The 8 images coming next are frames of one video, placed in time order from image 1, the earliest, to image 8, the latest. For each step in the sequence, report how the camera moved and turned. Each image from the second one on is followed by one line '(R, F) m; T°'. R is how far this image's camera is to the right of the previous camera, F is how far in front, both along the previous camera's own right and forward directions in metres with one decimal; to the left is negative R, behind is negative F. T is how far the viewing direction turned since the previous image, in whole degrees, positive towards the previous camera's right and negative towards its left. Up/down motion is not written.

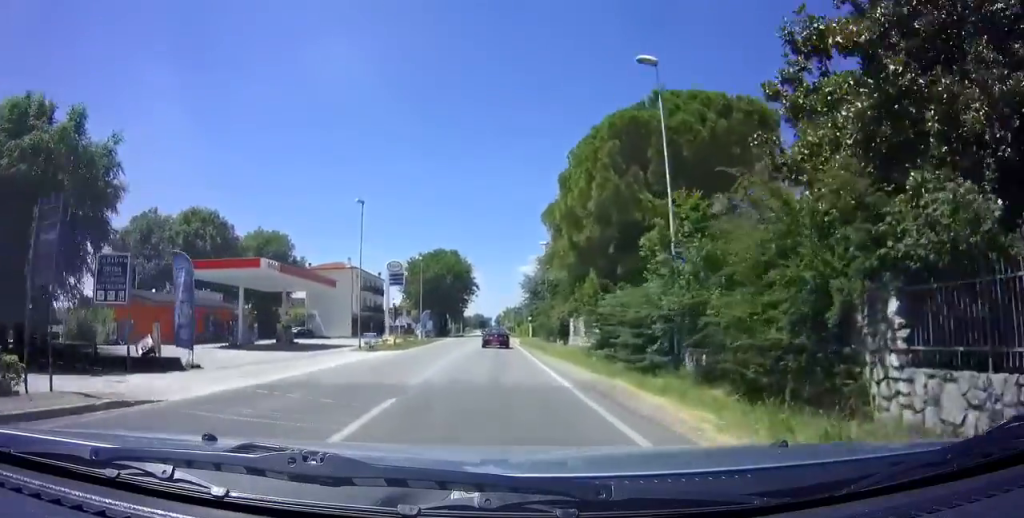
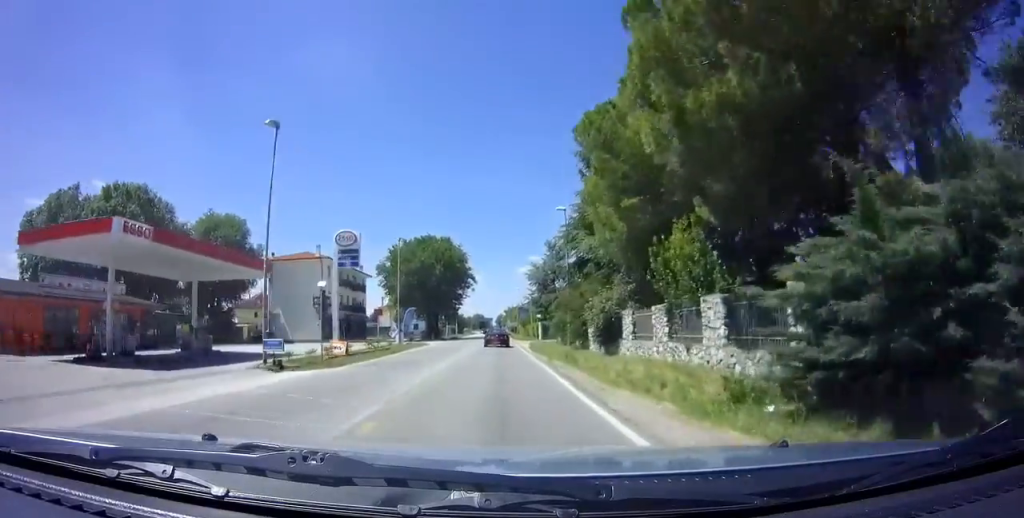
(-0.1, +14.4) m; 0°
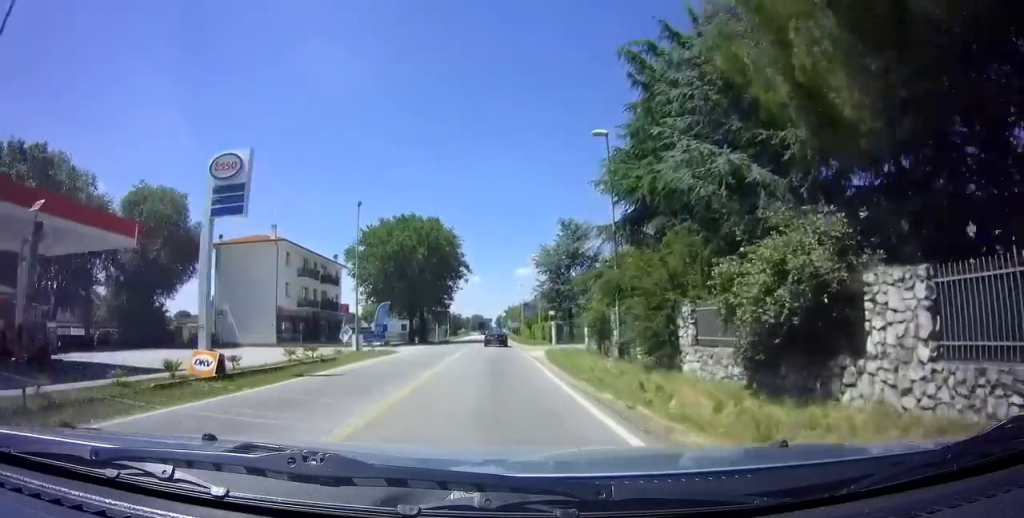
(0.0, +14.6) m; 0°
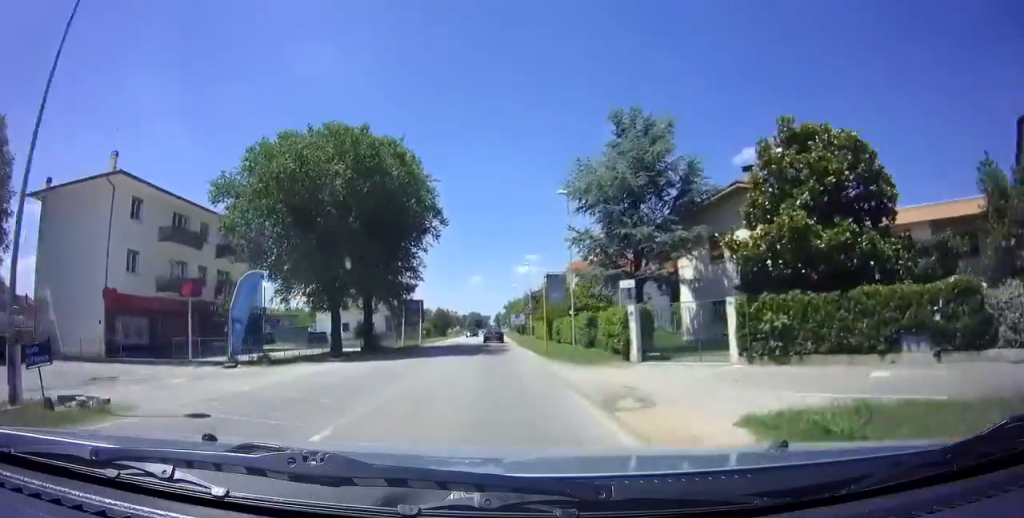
(0.0, +25.5) m; 0°
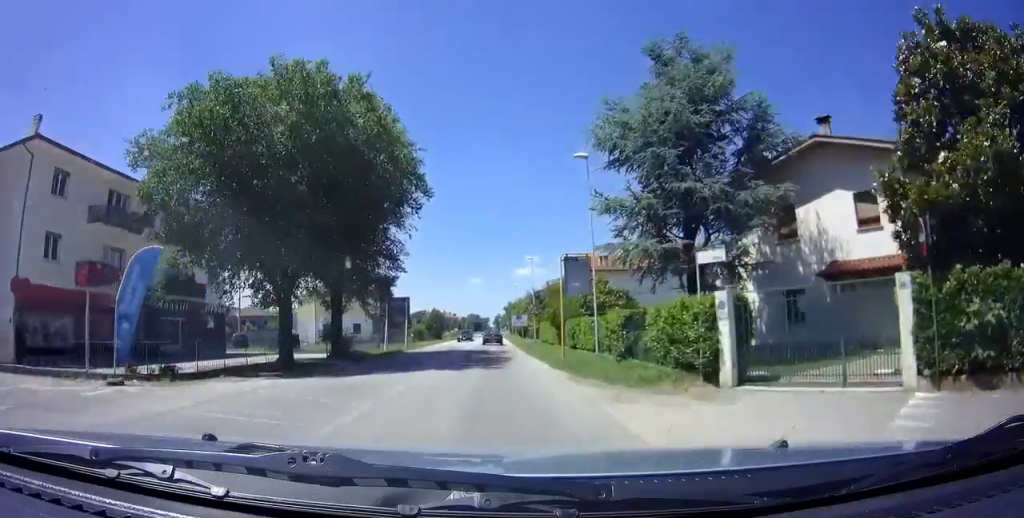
(0.0, +7.2) m; 0°
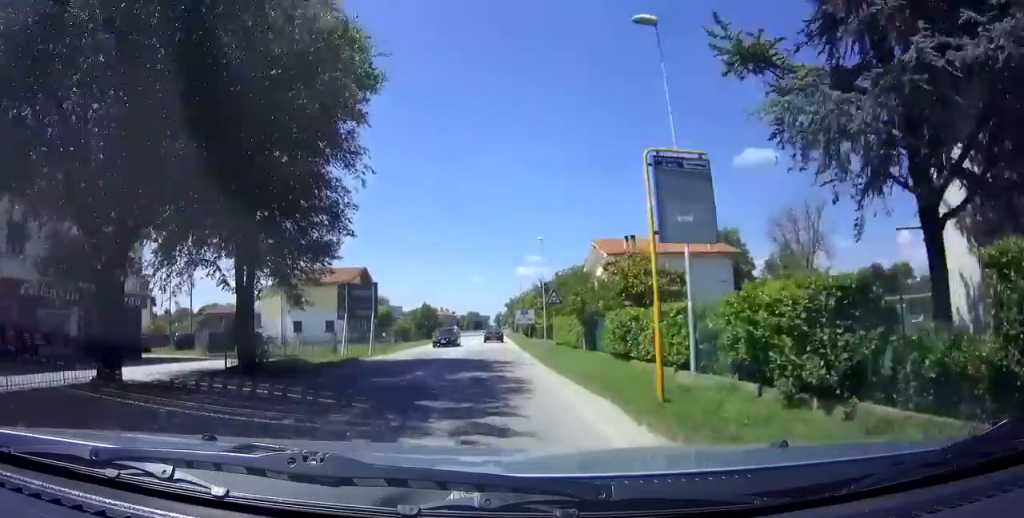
(0.0, +12.1) m; 0°
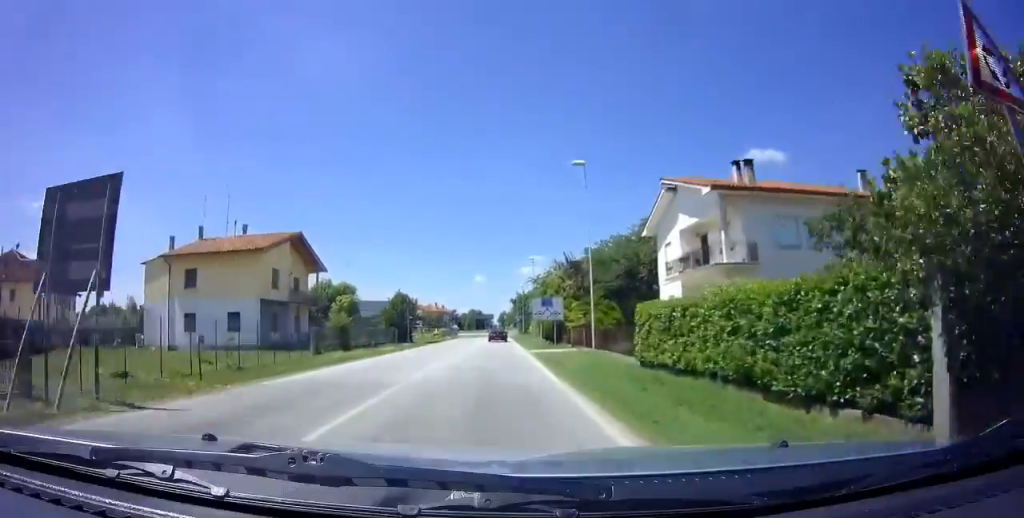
(-0.3, +21.6) m; 0°
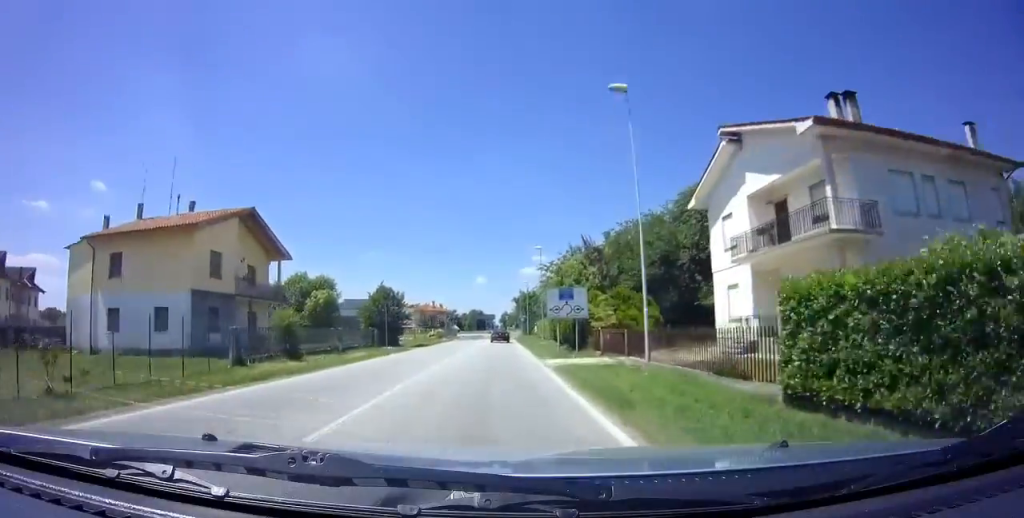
(+0.1, +8.4) m; 0°
